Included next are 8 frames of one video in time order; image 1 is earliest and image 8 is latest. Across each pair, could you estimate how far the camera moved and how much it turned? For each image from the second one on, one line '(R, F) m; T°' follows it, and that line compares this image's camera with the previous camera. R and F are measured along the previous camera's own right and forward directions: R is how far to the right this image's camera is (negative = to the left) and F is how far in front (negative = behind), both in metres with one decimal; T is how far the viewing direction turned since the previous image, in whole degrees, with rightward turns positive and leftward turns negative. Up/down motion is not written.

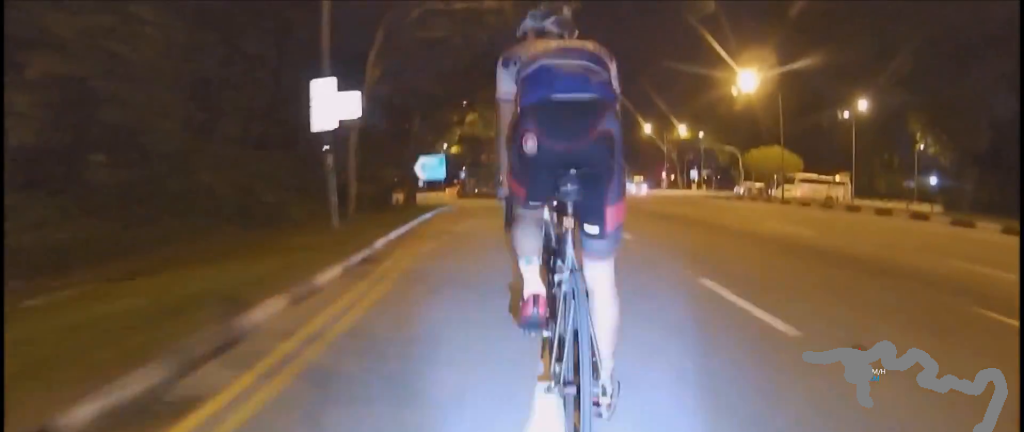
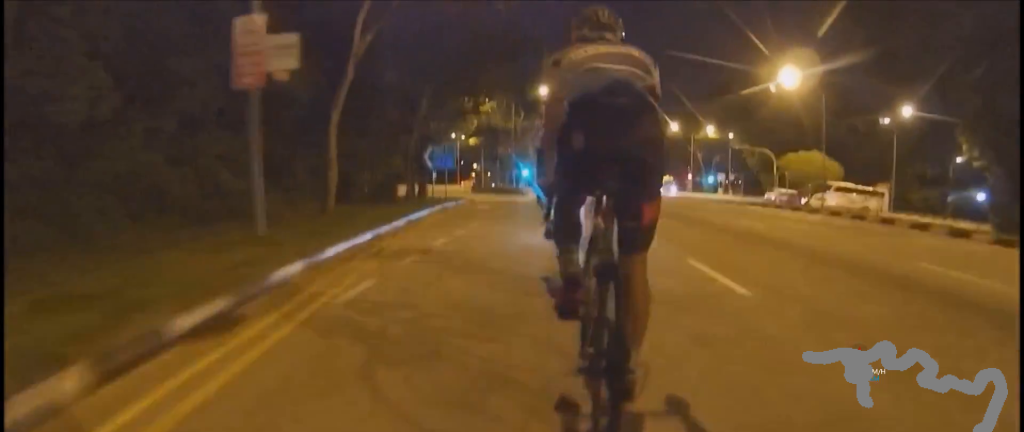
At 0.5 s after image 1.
(-0.4, +4.4) m; -1°
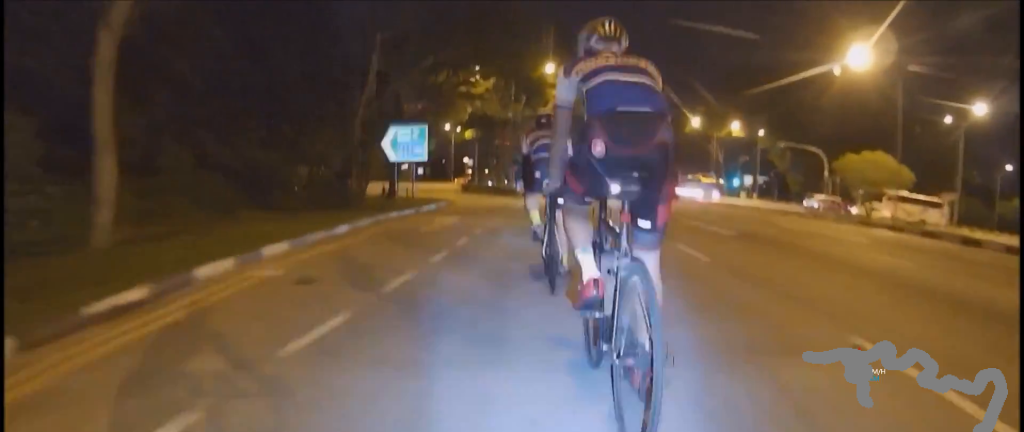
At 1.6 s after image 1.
(-0.2, +11.0) m; 0°
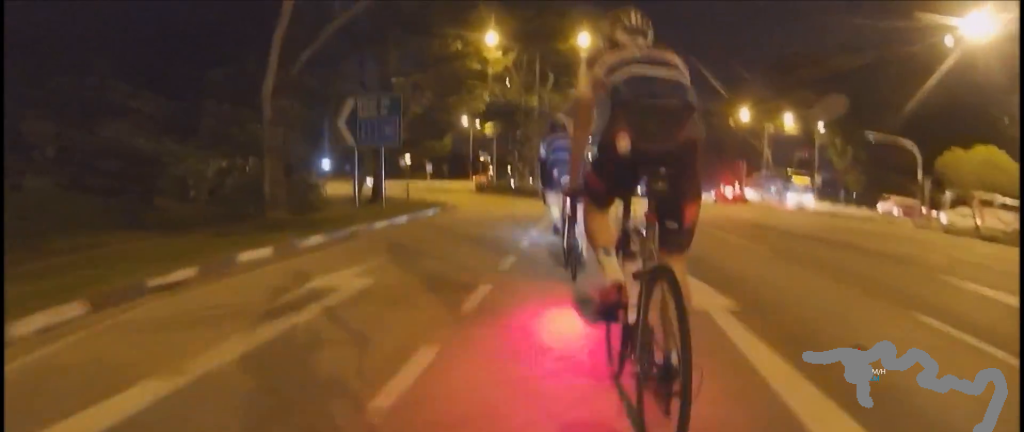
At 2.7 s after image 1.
(-0.2, +10.4) m; -6°
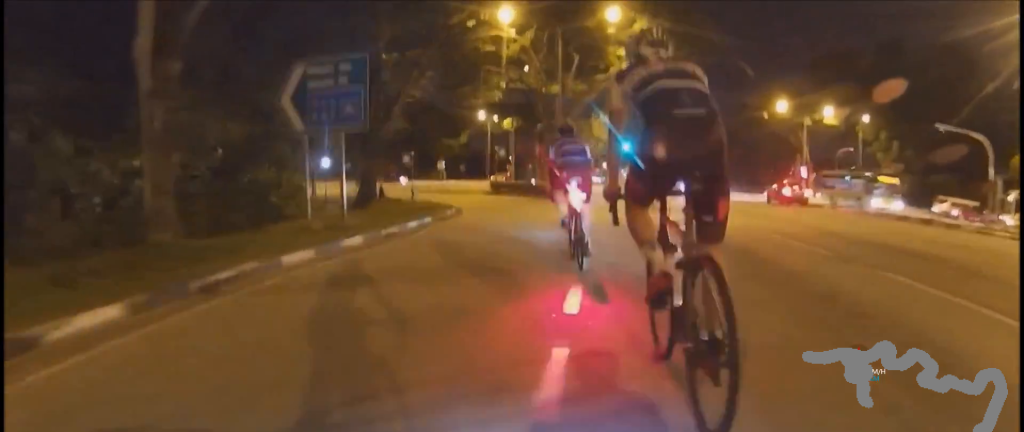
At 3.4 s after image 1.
(-0.4, +6.1) m; -4°
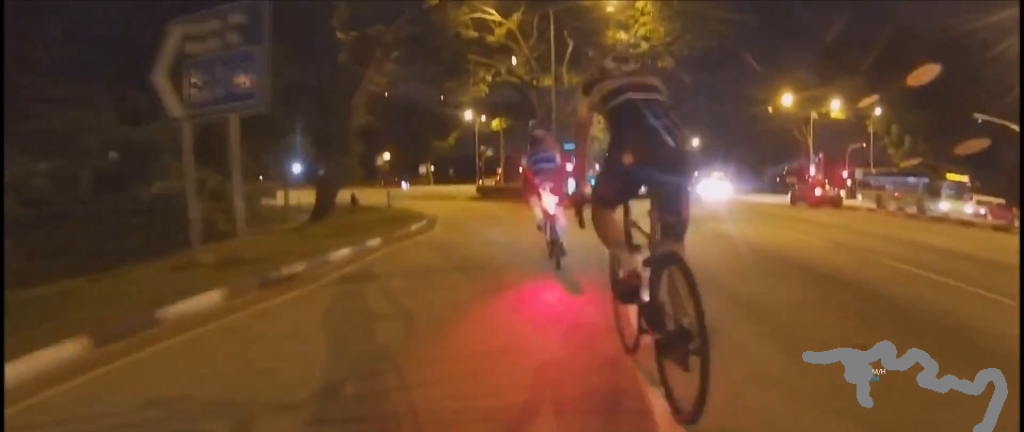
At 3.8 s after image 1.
(0.0, +4.5) m; -1°
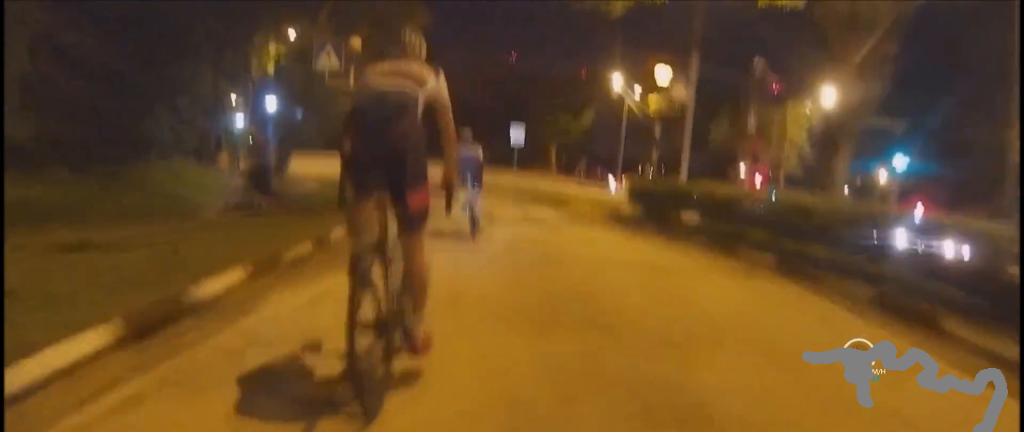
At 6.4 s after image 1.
(-3.4, +25.6) m; -16°
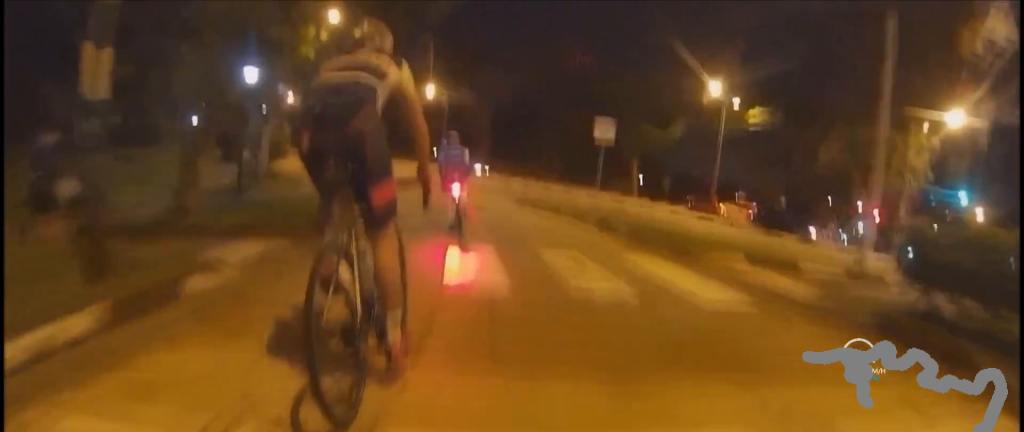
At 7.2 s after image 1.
(-0.2, +8.2) m; -3°
